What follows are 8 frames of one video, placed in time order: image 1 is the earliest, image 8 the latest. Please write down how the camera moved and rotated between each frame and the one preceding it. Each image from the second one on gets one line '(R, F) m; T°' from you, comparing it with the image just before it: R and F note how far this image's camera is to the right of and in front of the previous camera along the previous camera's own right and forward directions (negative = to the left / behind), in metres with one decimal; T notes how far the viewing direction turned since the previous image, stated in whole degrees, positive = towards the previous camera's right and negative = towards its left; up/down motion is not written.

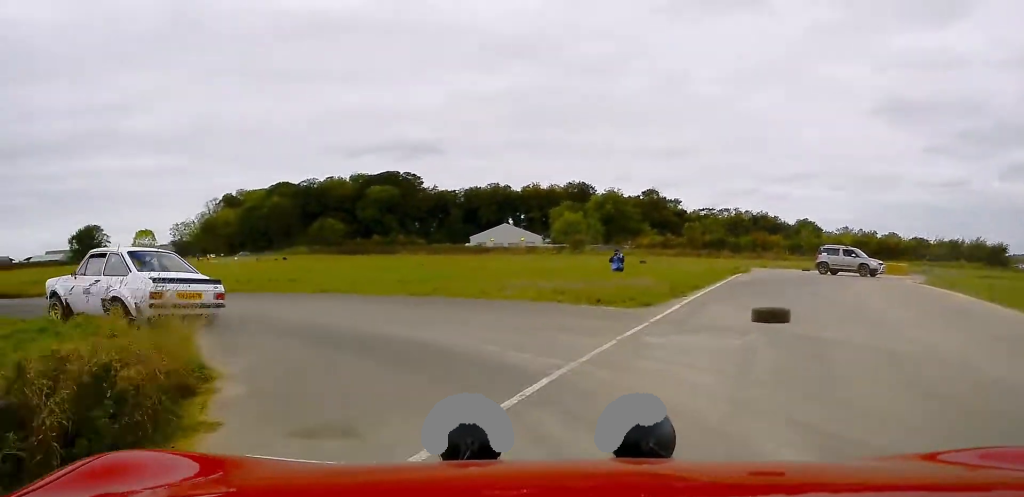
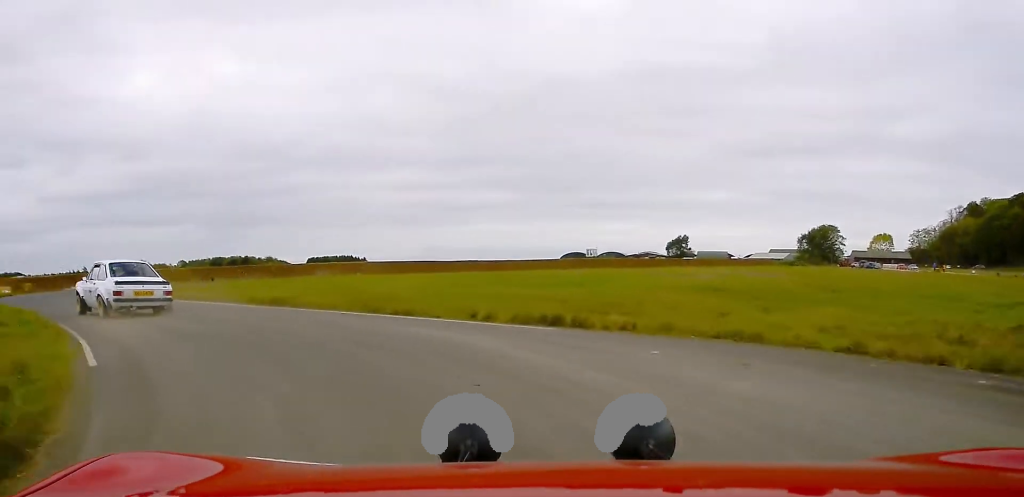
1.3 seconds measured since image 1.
(-4.7, +13.9) m; -48°
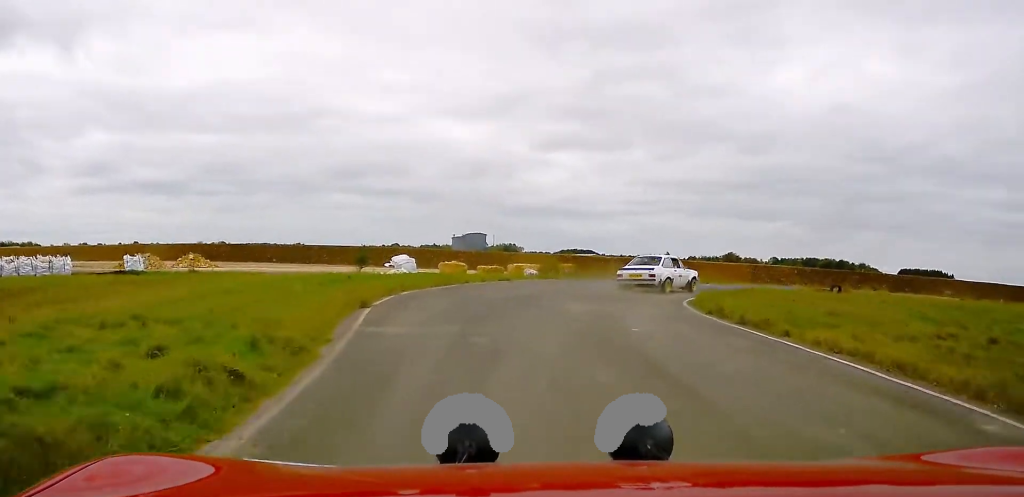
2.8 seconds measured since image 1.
(-8.0, +18.1) m; -26°
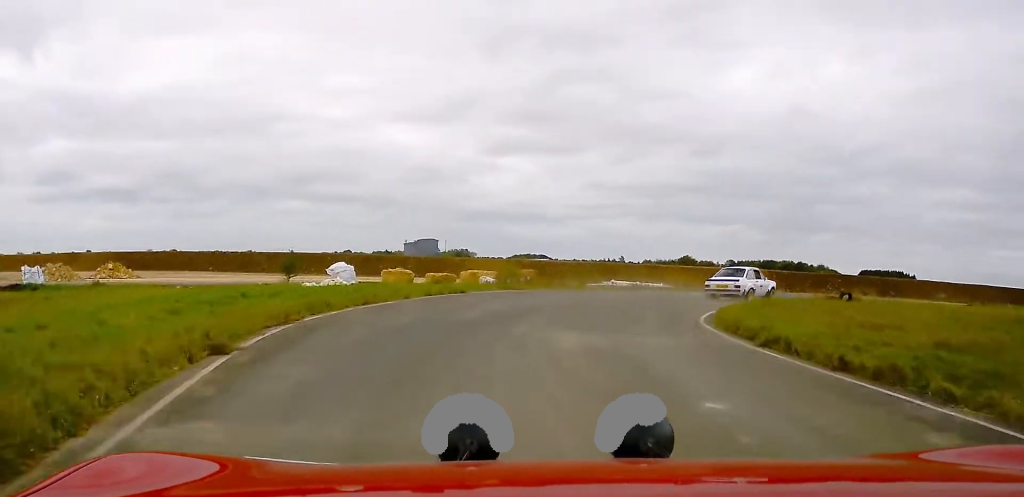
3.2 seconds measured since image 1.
(-0.9, +6.9) m; +1°
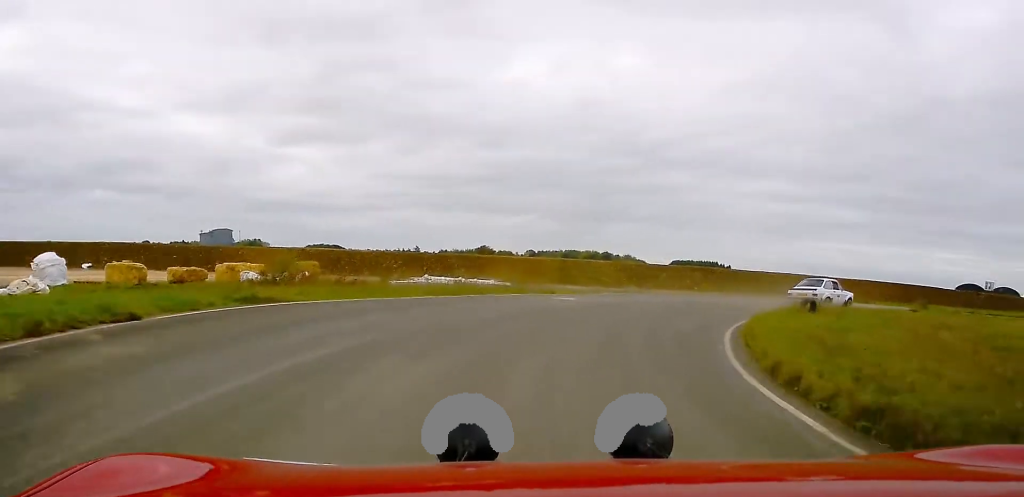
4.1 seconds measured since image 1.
(+1.5, +14.5) m; +16°
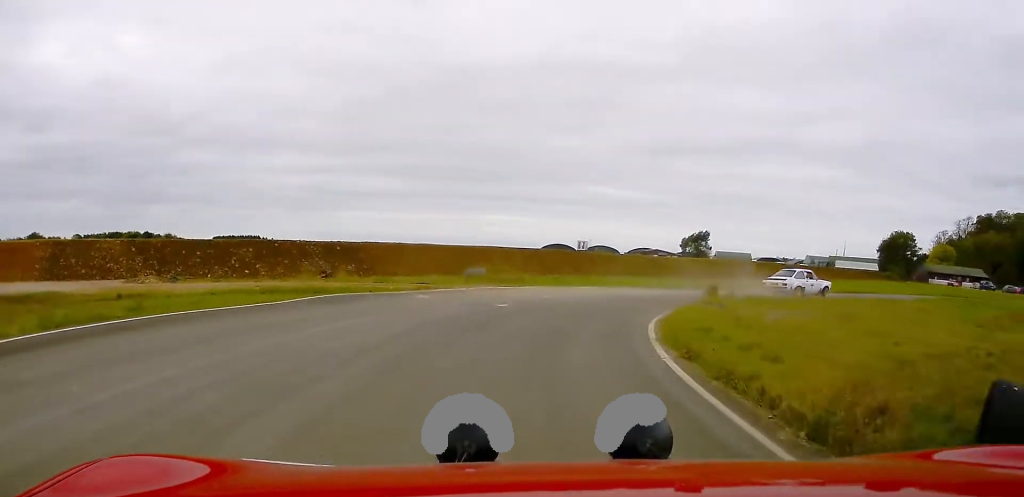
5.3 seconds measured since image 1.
(+4.6, +20.6) m; +25°
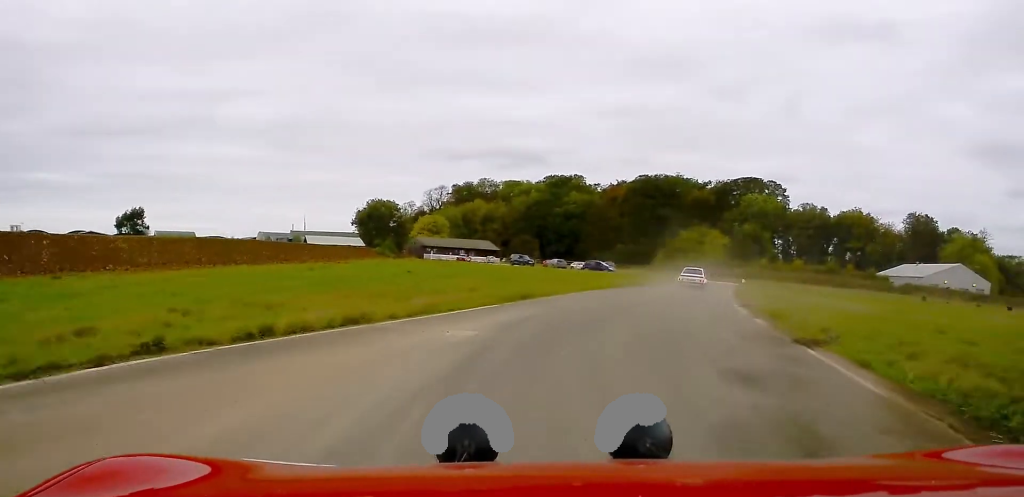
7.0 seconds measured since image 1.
(+10.6, +29.0) m; +38°
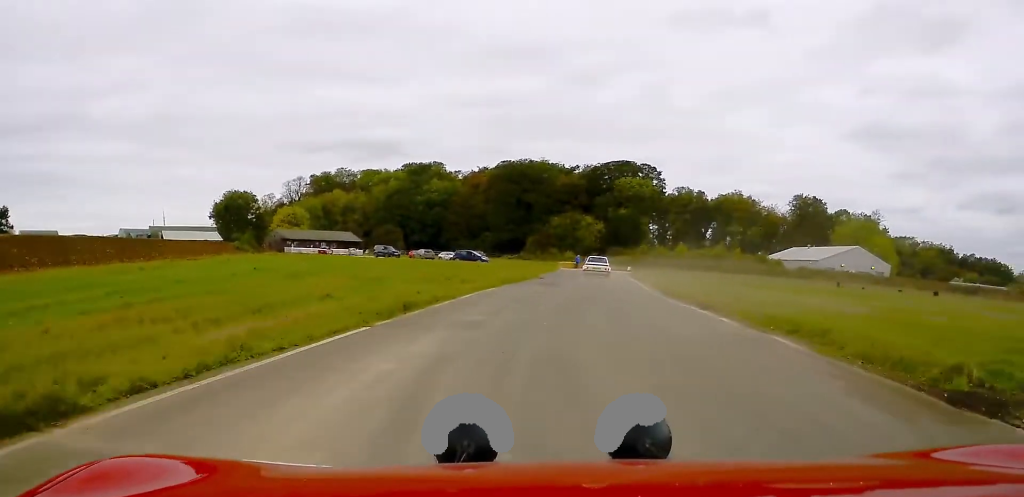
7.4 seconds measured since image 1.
(+0.3, +7.9) m; +8°
